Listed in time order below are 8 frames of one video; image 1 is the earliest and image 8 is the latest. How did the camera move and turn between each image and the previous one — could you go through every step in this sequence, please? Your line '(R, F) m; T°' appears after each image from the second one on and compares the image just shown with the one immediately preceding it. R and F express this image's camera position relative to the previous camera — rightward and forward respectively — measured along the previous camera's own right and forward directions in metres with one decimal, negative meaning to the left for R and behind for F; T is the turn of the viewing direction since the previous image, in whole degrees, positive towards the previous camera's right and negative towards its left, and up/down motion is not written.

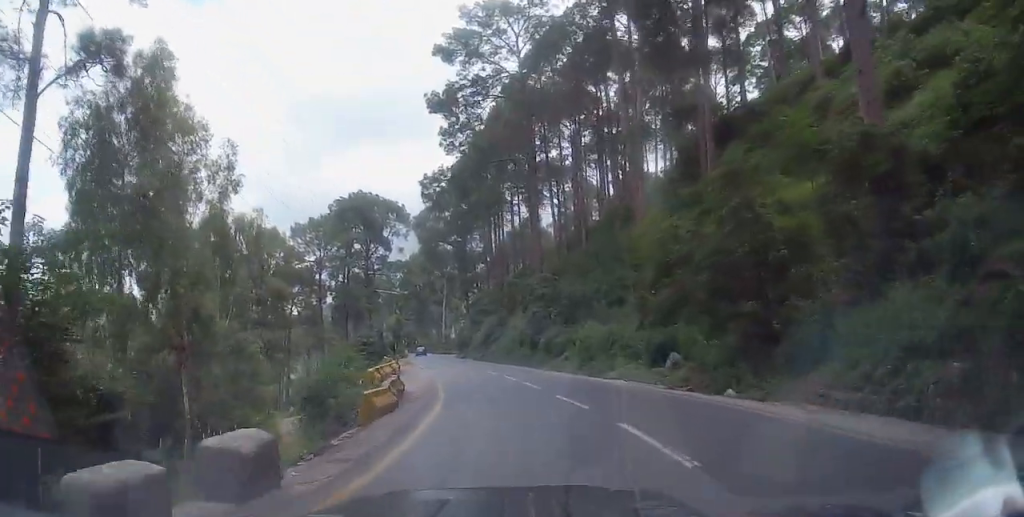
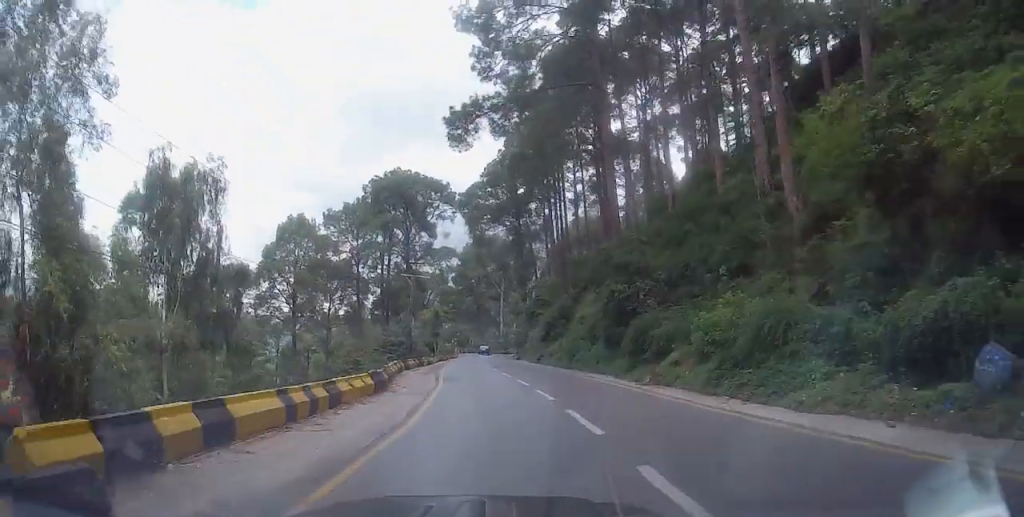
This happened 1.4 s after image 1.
(-0.6, +15.0) m; -4°
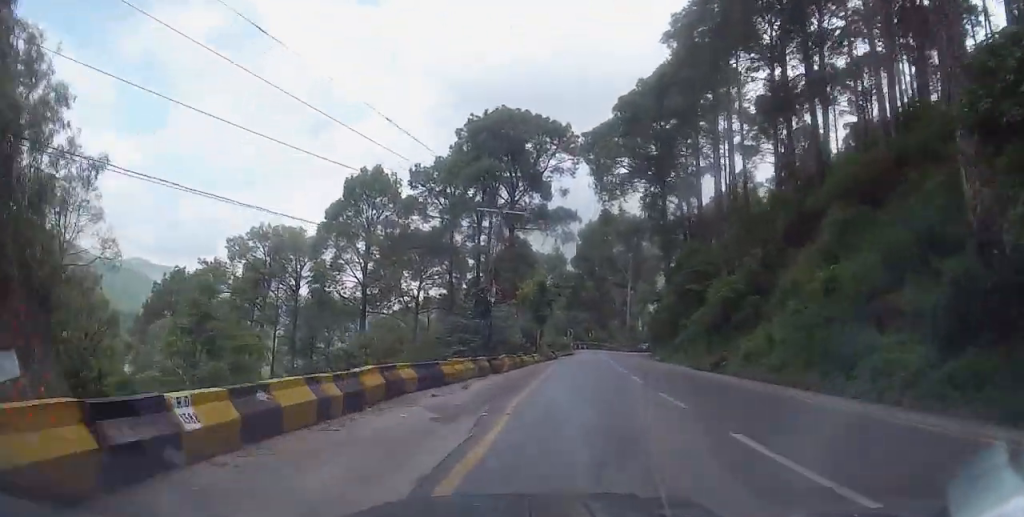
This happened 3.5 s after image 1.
(-1.2, +22.8) m; -8°
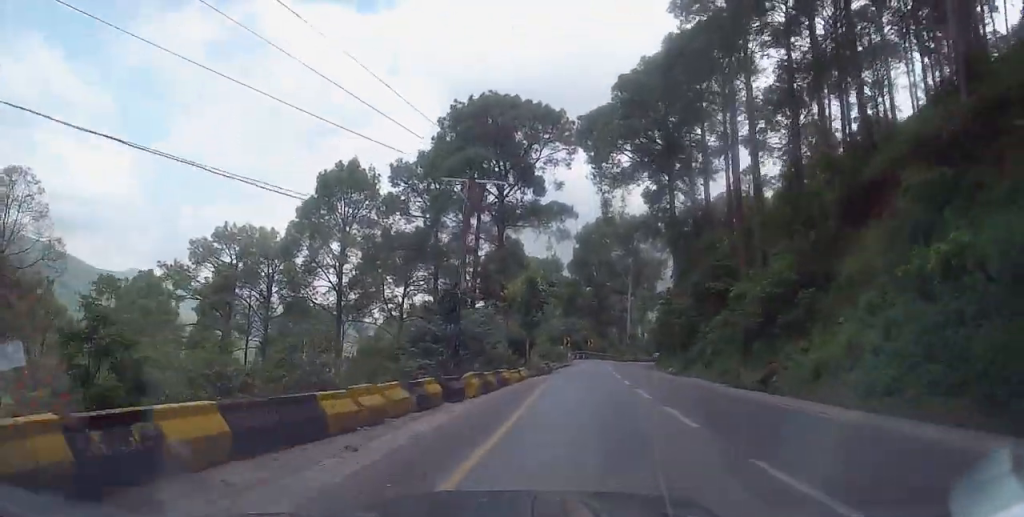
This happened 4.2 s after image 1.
(-0.2, +7.4) m; +1°
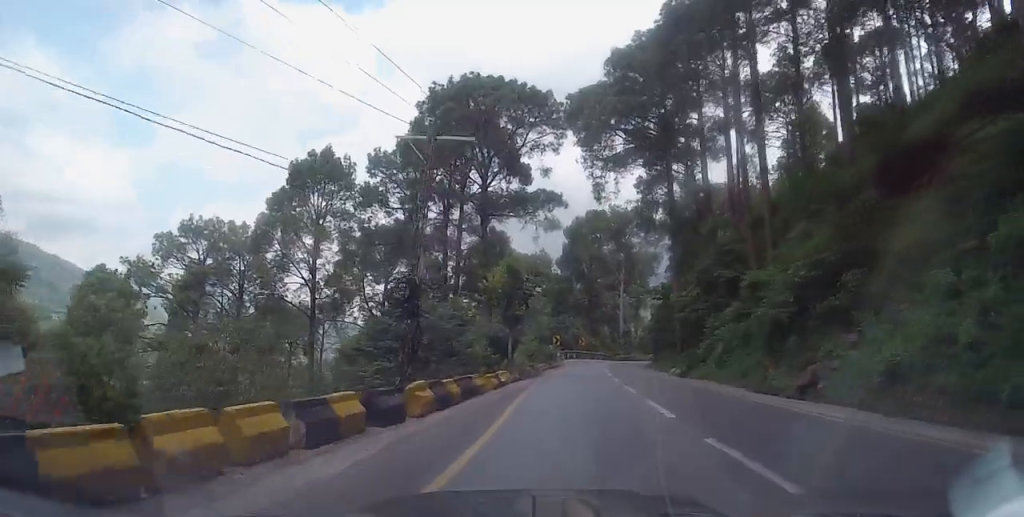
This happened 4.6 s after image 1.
(-0.1, +4.8) m; +1°
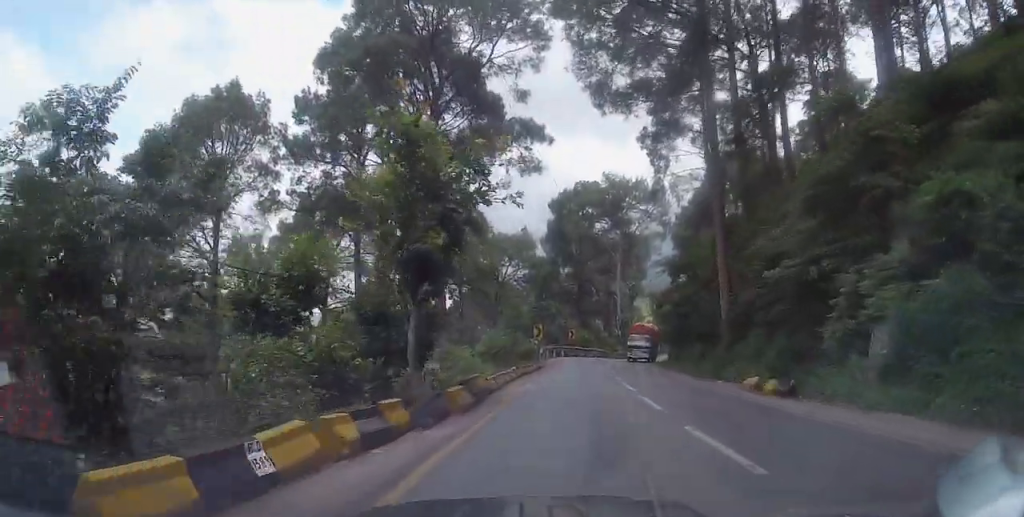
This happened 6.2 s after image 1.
(+1.0, +17.3) m; +2°
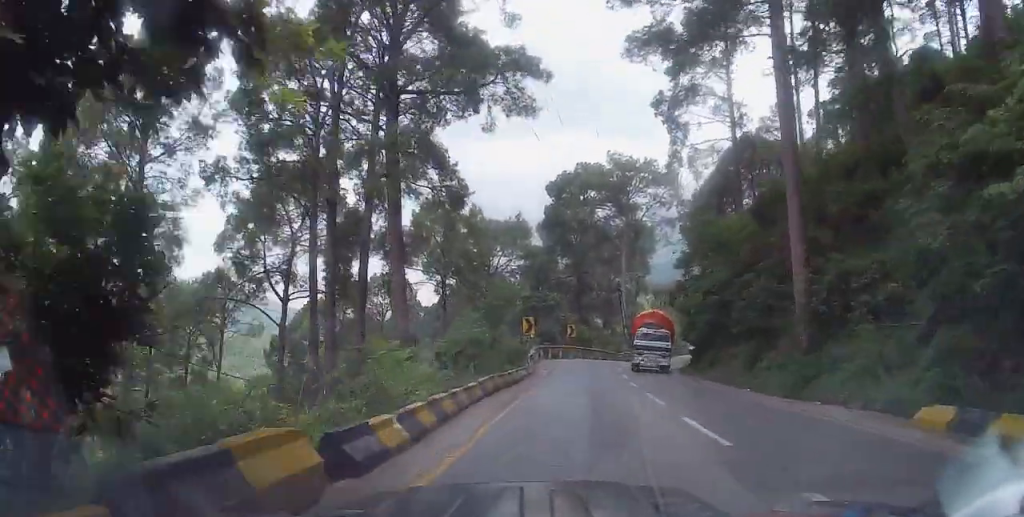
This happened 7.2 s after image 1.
(-0.2, +10.2) m; 0°
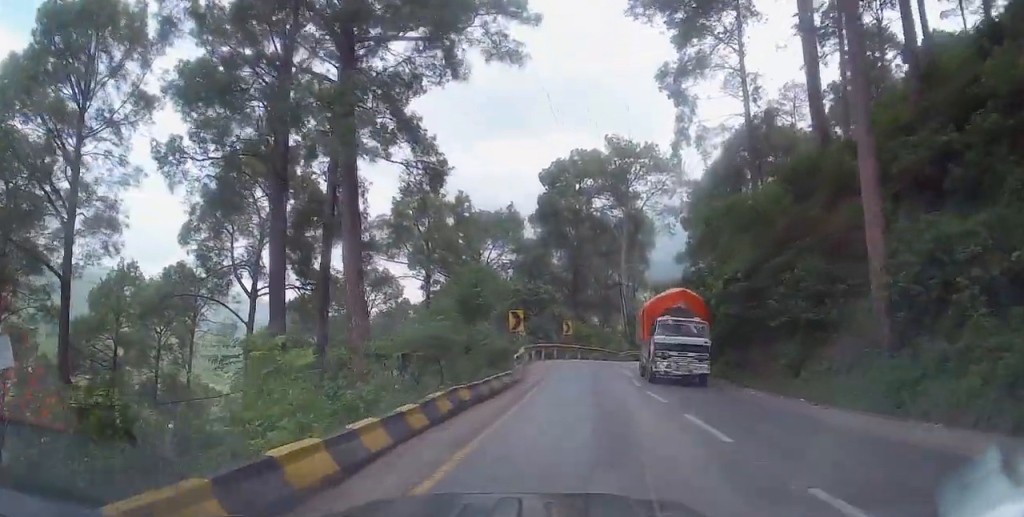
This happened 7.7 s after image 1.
(0.0, +5.9) m; +1°
